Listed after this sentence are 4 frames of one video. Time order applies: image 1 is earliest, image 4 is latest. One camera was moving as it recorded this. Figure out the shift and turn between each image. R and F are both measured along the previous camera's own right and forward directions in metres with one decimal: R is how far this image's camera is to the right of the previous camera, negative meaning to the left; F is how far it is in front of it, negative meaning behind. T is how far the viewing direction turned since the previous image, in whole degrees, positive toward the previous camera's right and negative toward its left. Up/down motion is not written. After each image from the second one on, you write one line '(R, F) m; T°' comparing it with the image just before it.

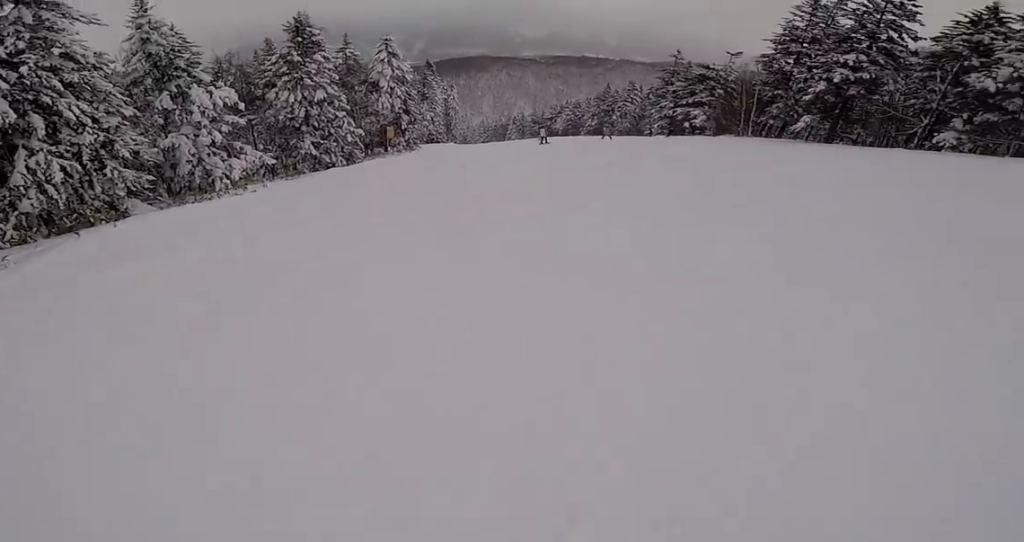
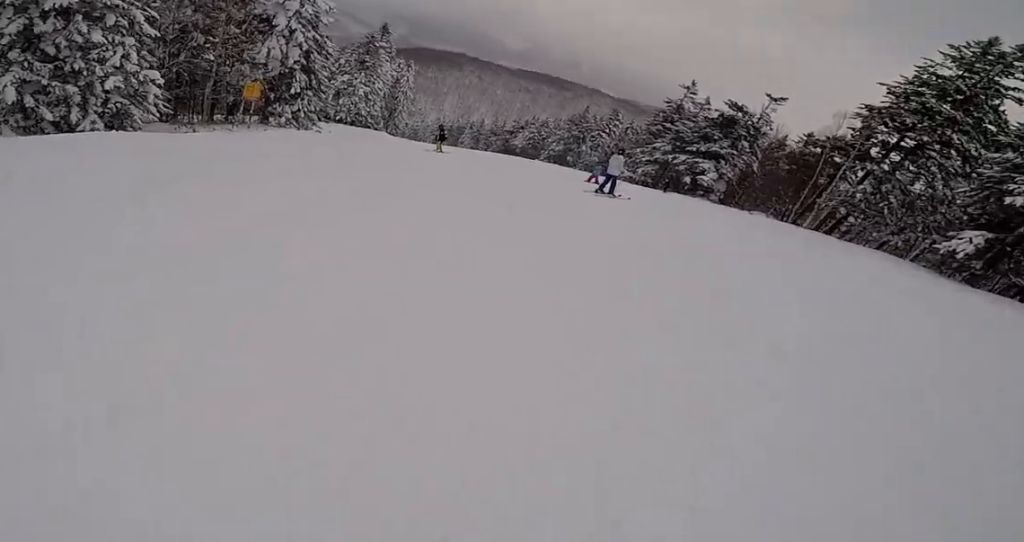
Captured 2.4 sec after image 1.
(+2.7, +21.3) m; +10°
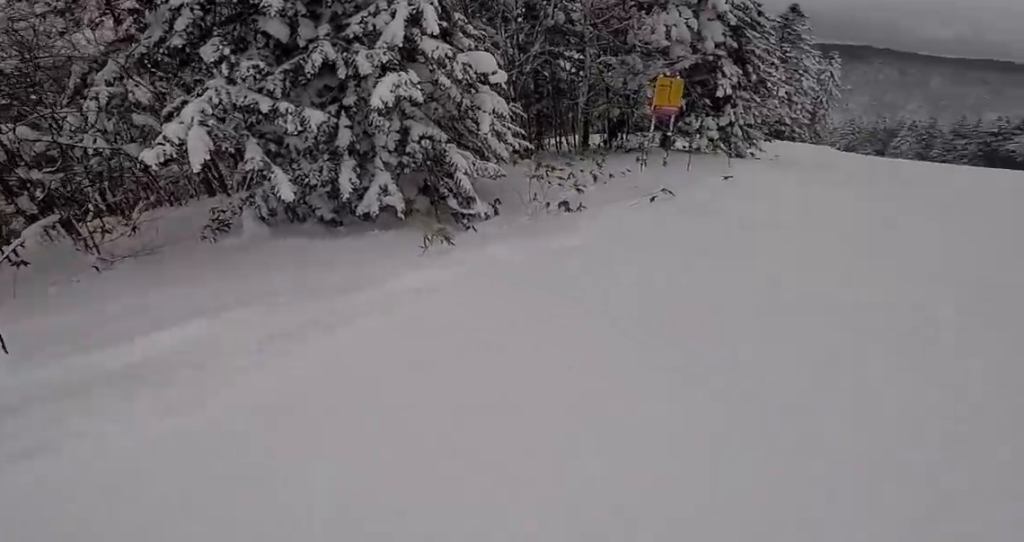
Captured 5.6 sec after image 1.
(-9.0, +15.0) m; -41°
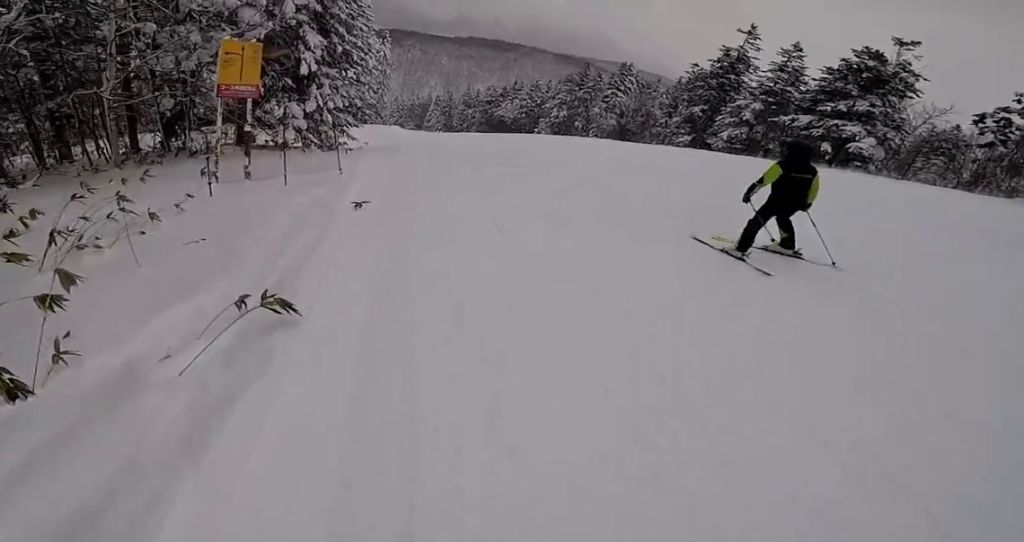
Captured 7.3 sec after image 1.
(+2.9, +8.0) m; +36°
